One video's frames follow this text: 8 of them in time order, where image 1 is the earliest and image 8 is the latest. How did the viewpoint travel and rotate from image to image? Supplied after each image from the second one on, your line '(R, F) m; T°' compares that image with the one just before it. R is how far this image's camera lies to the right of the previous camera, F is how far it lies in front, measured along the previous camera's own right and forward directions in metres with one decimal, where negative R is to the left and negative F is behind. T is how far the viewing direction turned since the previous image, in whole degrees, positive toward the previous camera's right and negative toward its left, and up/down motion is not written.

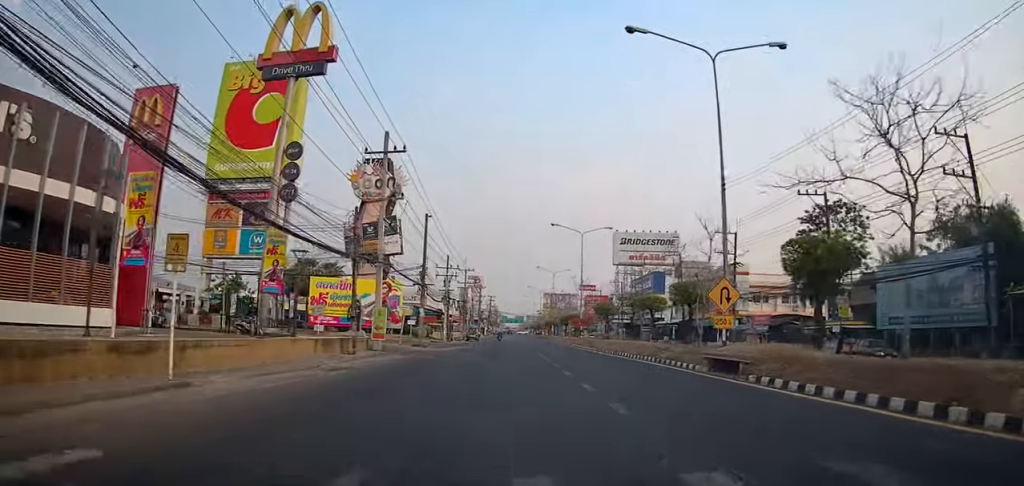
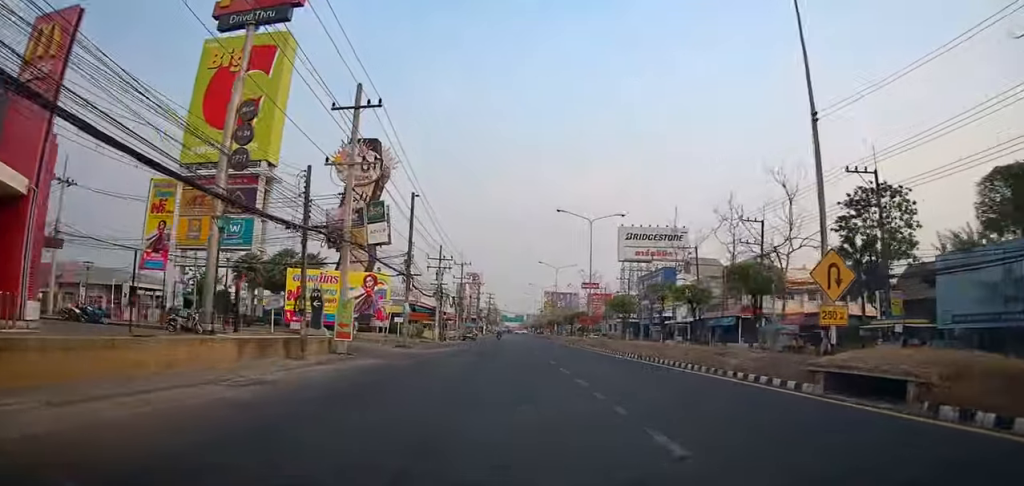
(+0.1, +7.0) m; 0°
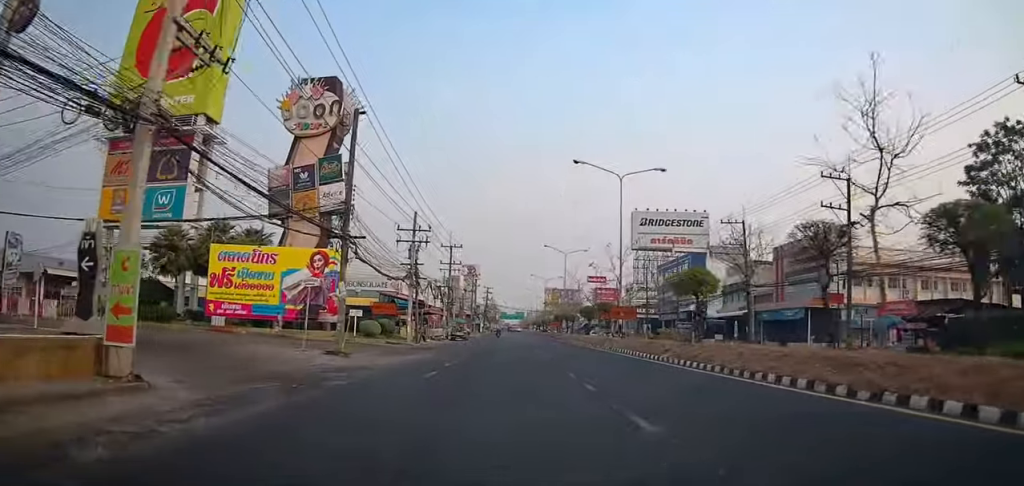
(-0.4, +15.1) m; +1°
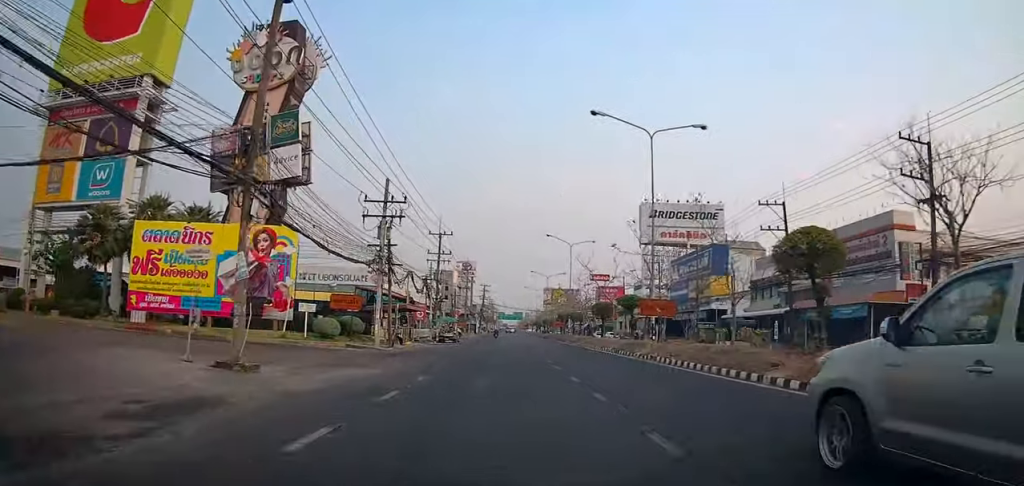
(+0.4, +9.2) m; +2°
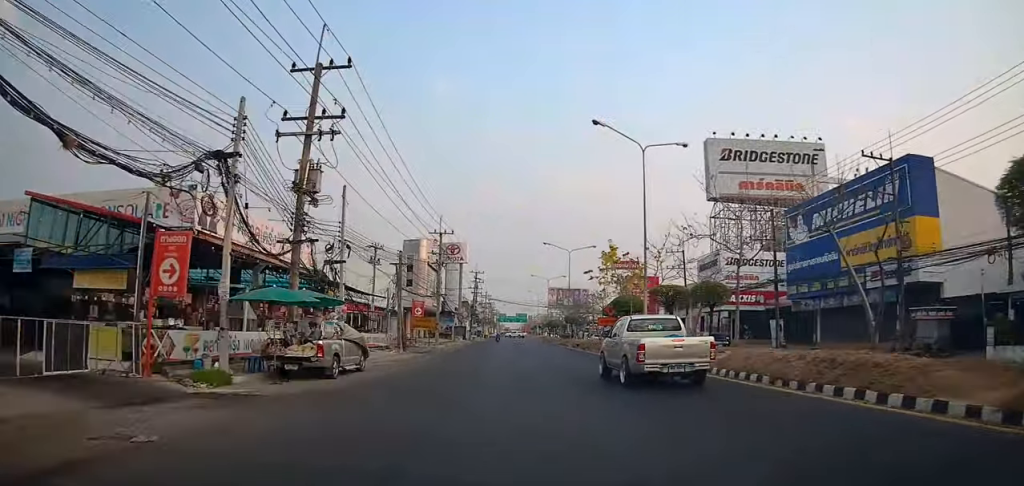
(+0.1, +38.4) m; -2°
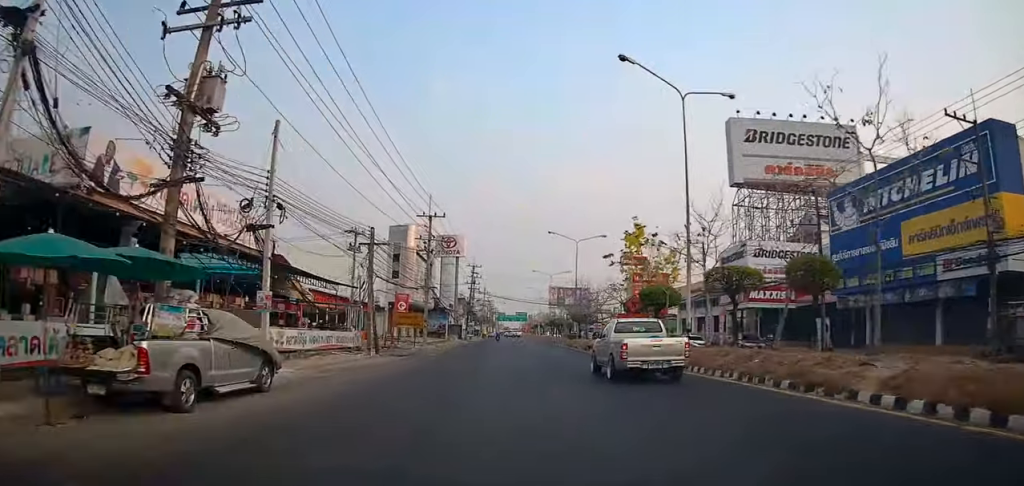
(-0.2, +7.8) m; -1°
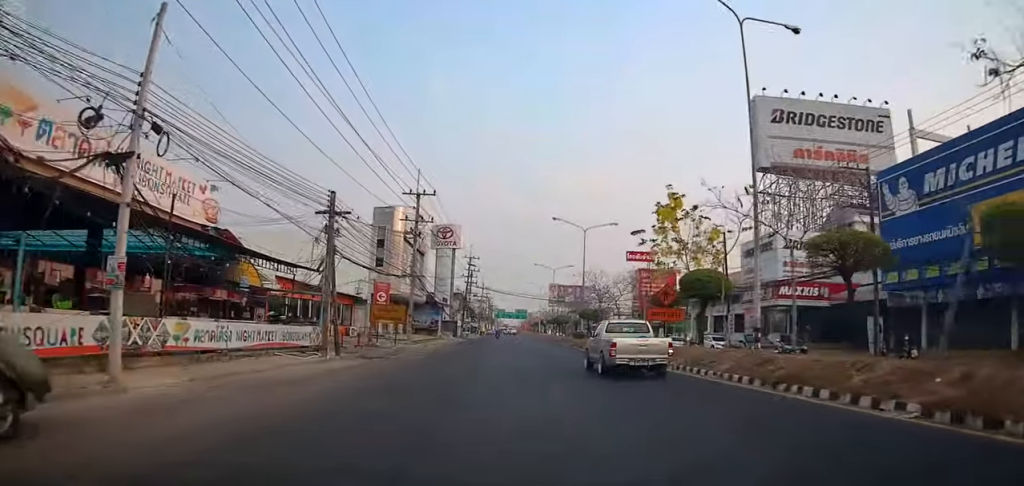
(-0.4, +6.9) m; 0°
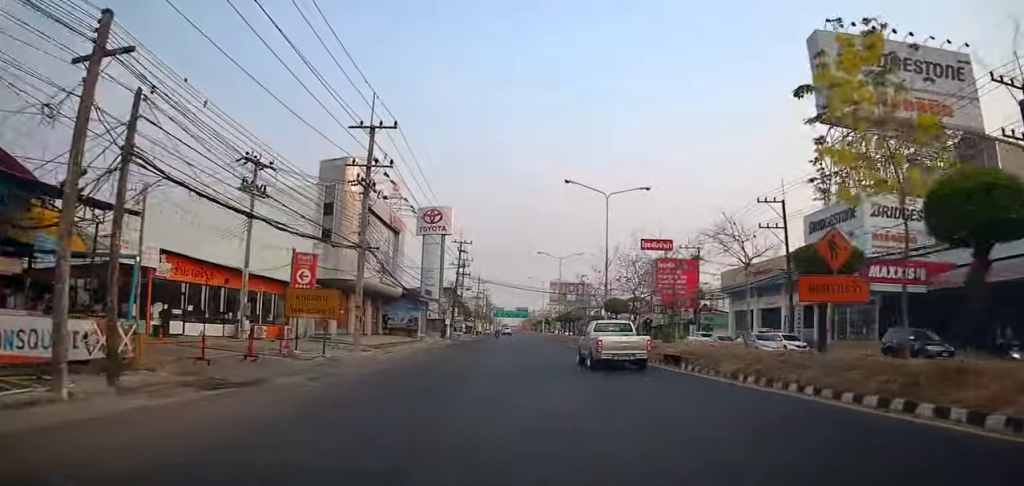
(+0.7, +14.2) m; +3°
